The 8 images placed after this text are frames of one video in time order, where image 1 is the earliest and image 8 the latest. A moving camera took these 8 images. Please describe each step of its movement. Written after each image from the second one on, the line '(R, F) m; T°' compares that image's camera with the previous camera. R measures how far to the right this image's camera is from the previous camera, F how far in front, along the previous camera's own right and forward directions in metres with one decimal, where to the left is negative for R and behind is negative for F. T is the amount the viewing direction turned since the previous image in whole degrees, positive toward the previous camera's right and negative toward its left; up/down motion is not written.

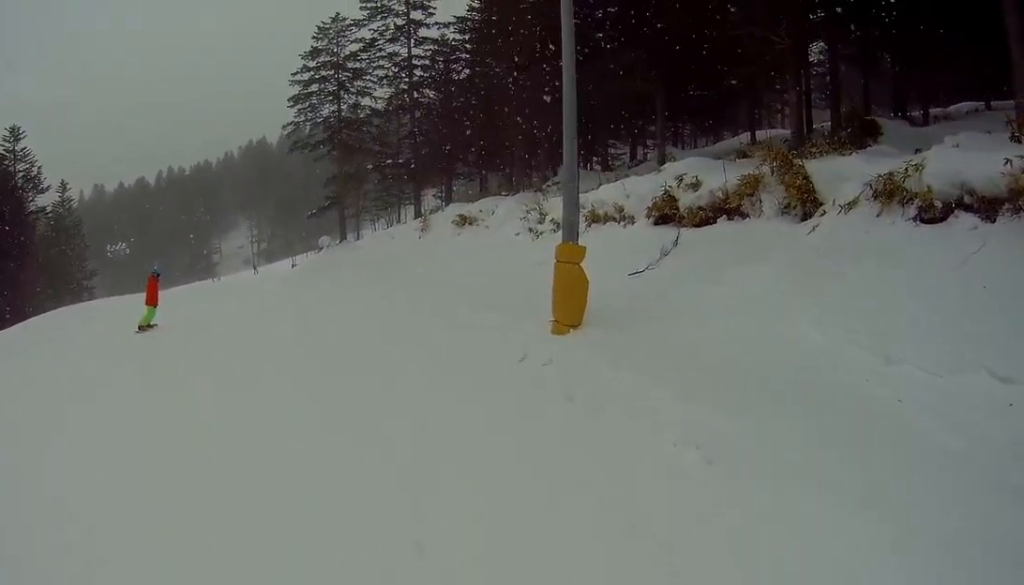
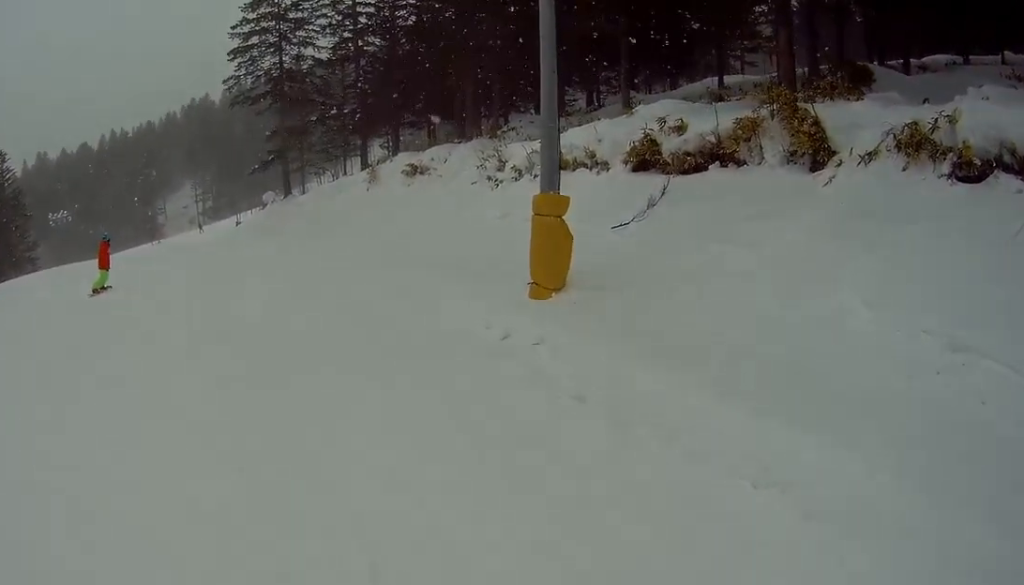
(0.0, +1.6) m; +2°
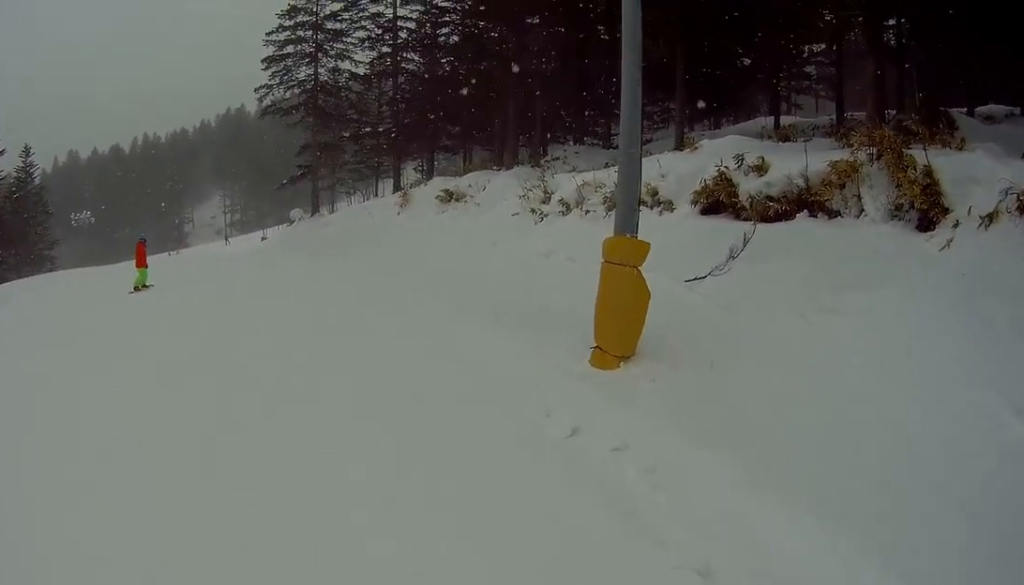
(+0.1, +2.1) m; +2°
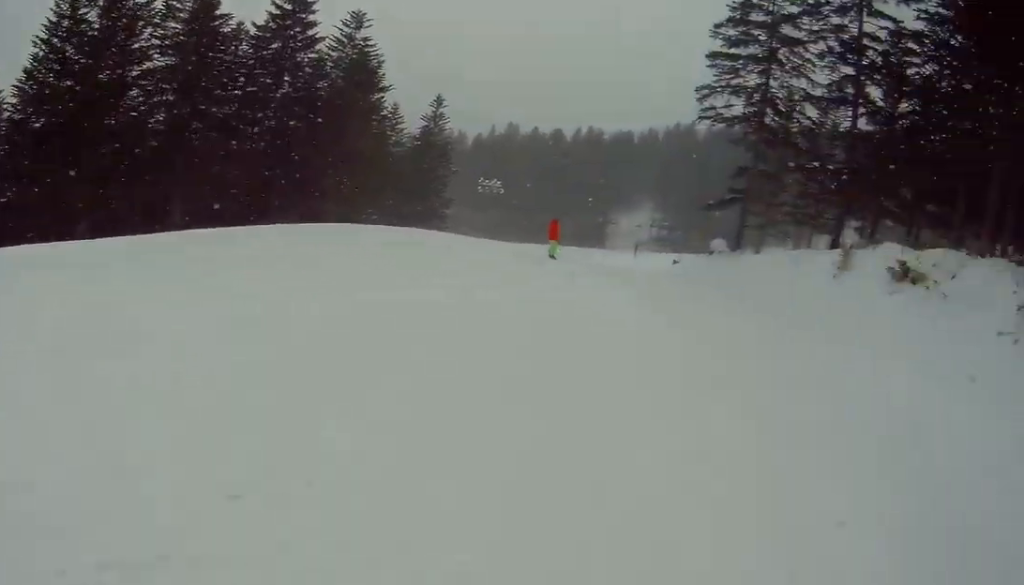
(+0.3, +7.9) m; +2°
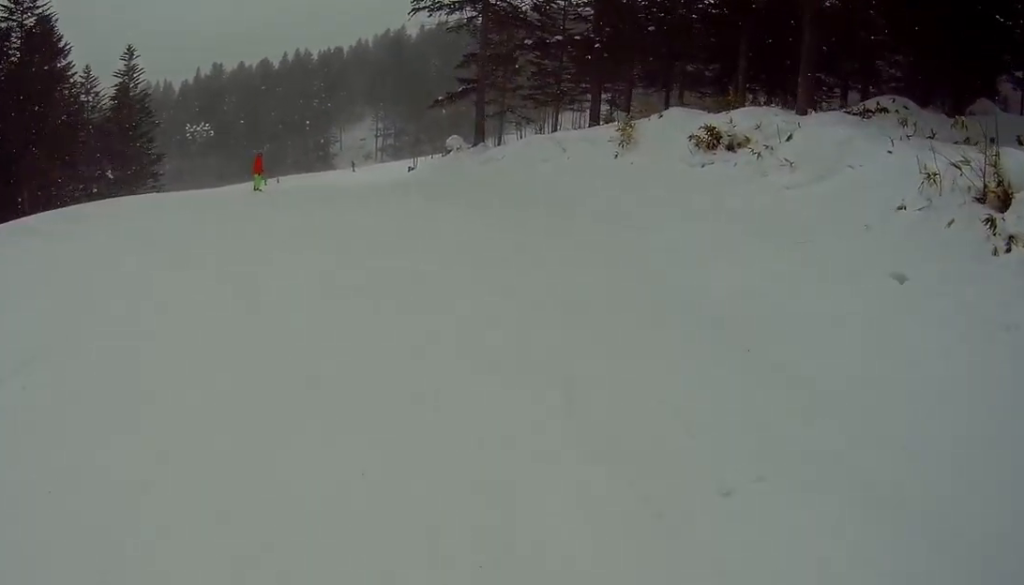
(0.0, +3.4) m; -1°
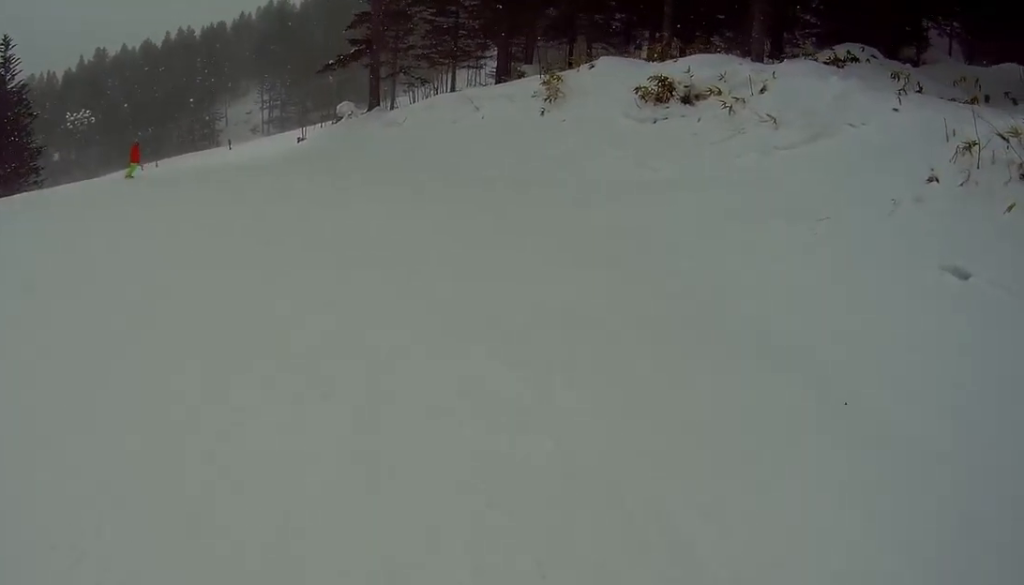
(0.0, +2.1) m; -2°
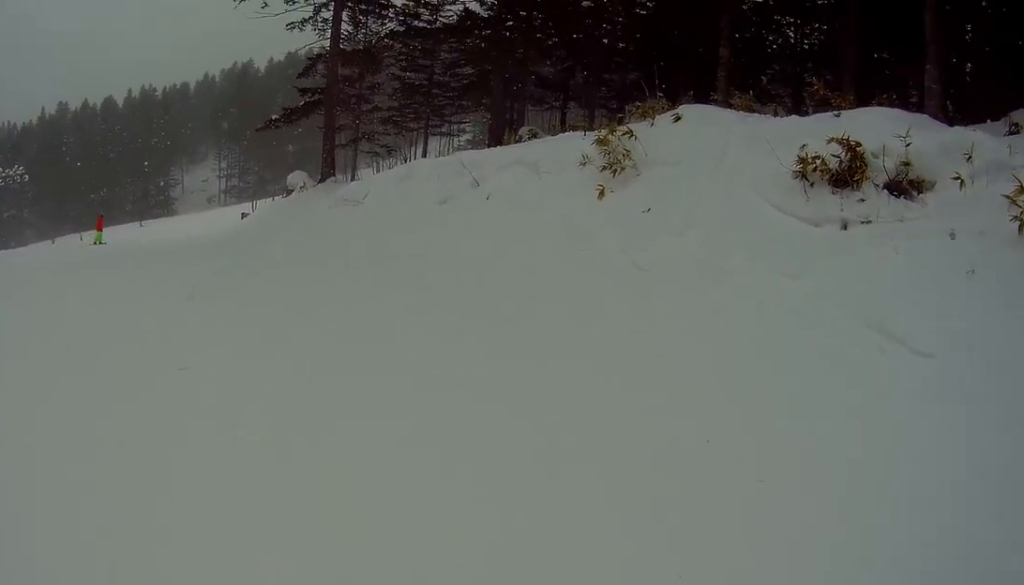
(-0.4, +5.6) m; -8°
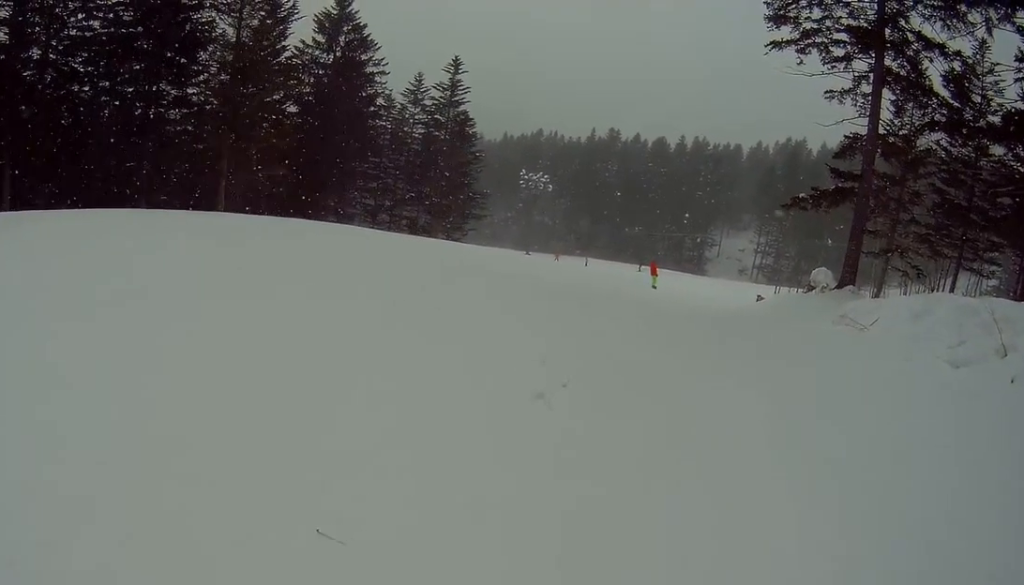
(-0.1, +2.8) m; -6°
